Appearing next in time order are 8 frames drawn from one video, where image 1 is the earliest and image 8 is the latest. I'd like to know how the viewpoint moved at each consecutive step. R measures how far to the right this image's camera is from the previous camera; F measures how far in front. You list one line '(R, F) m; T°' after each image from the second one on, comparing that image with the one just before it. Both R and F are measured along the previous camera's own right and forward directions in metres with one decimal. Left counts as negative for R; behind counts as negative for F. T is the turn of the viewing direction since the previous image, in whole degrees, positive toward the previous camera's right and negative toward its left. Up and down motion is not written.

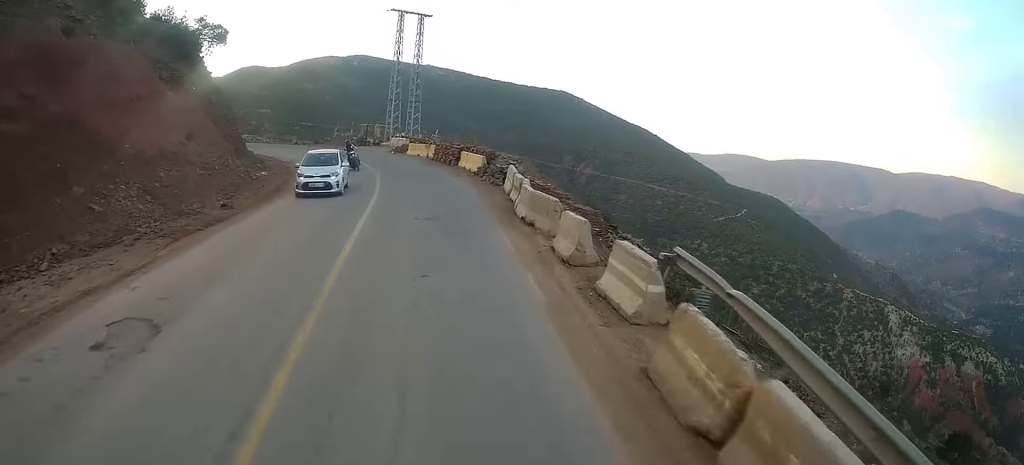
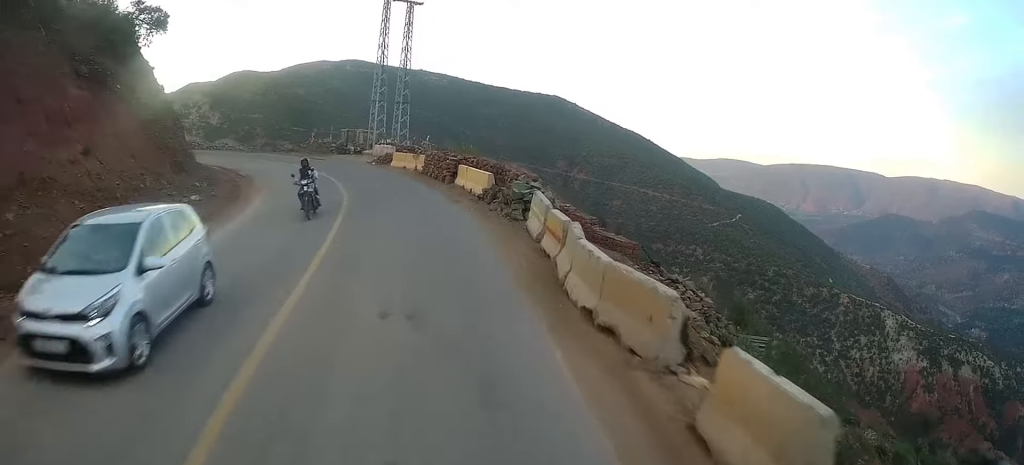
(-0.3, +7.4) m; -3°
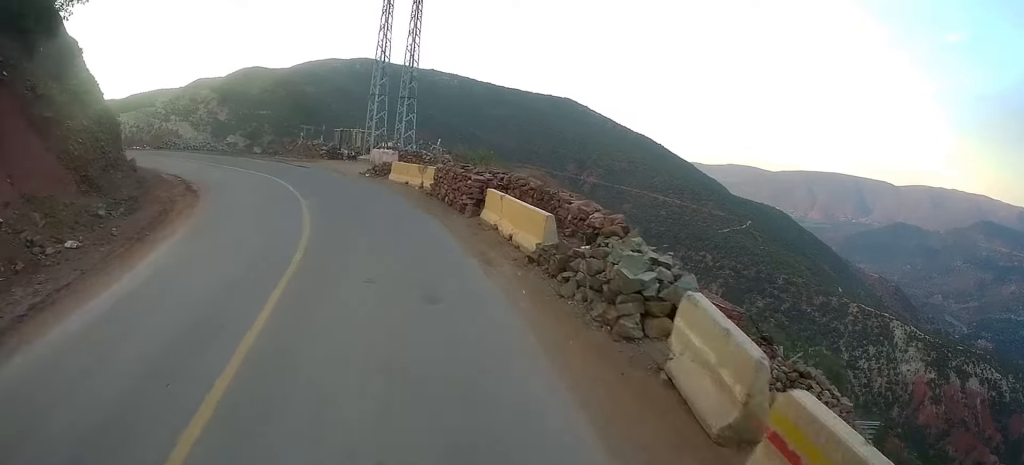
(-0.1, +8.4) m; 0°
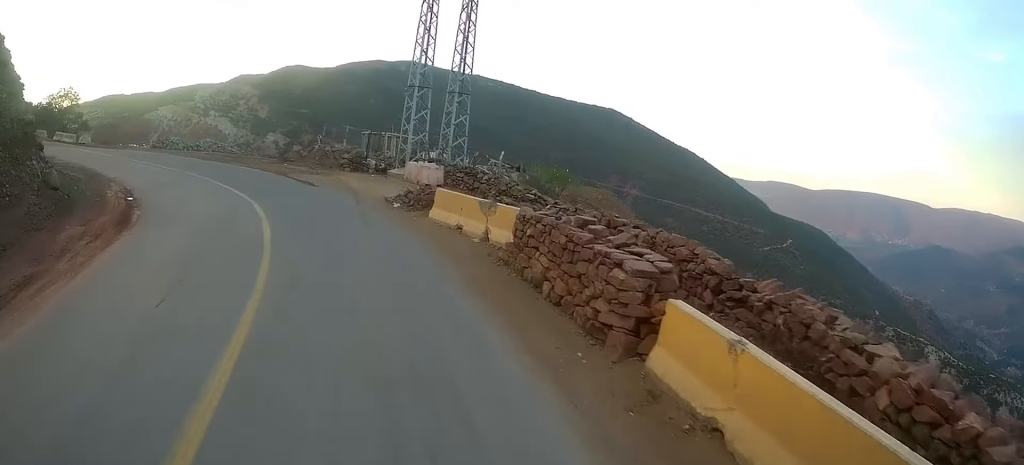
(0.0, +9.7) m; -10°
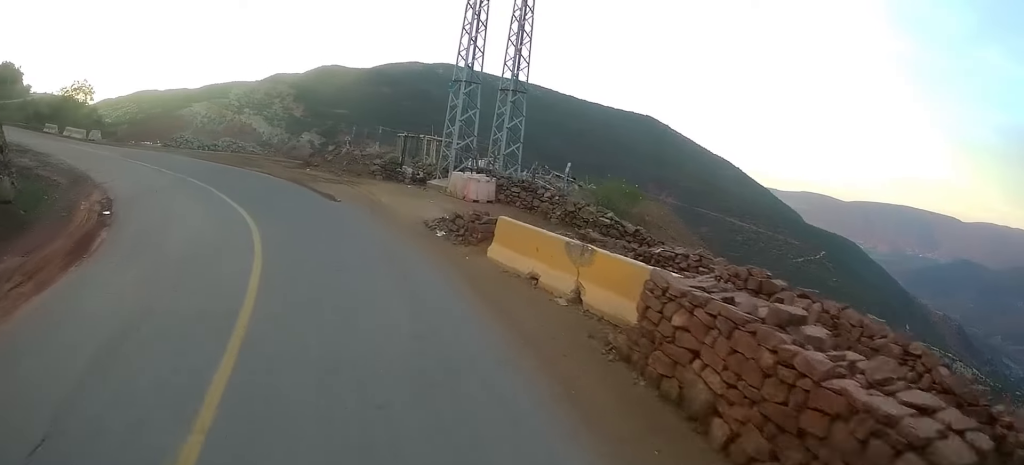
(-0.7, +4.4) m; -6°
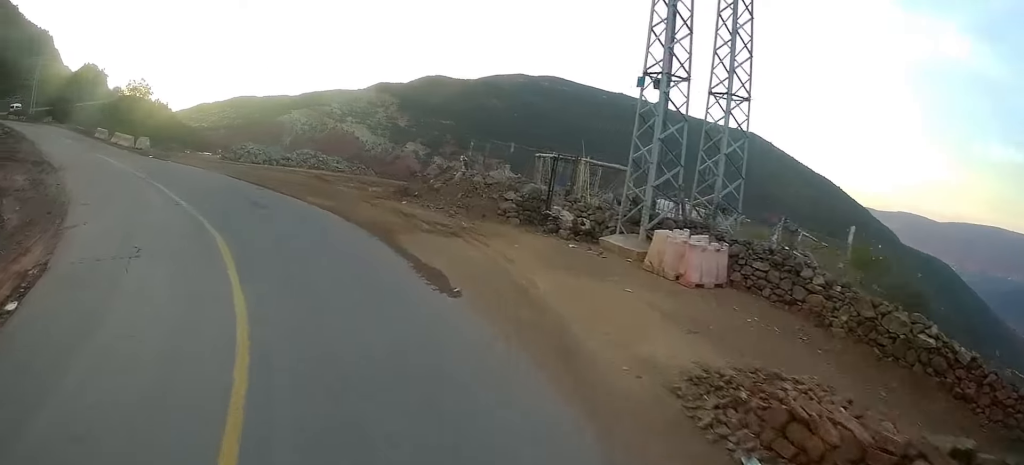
(-1.4, +9.6) m; -14°
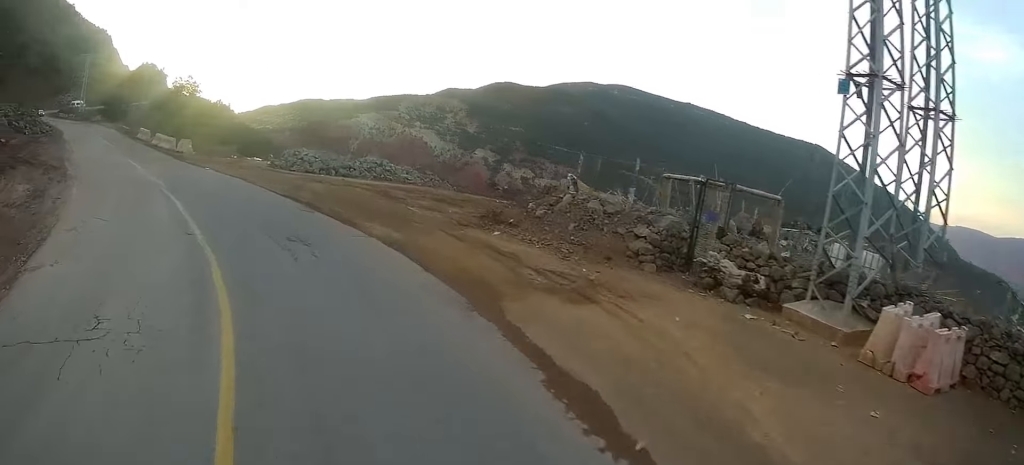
(+0.1, +4.9) m; -7°
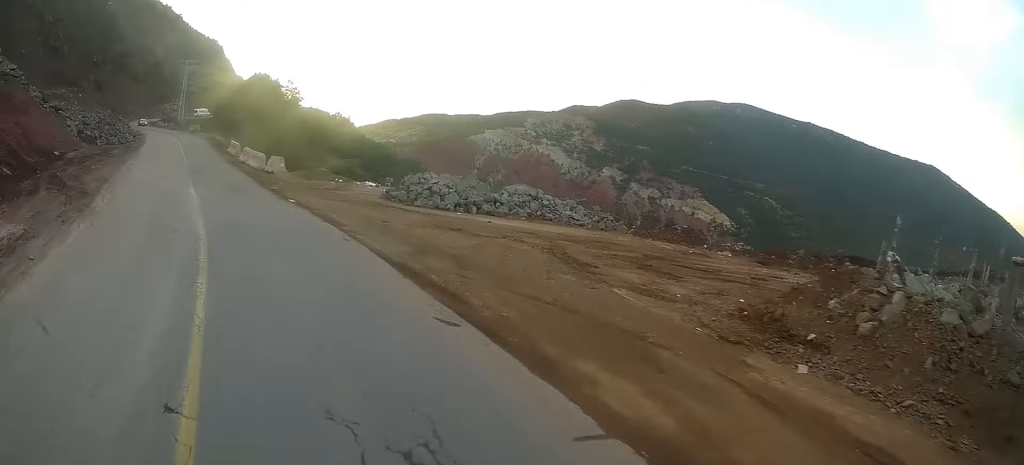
(-1.2, +8.1) m; -9°
